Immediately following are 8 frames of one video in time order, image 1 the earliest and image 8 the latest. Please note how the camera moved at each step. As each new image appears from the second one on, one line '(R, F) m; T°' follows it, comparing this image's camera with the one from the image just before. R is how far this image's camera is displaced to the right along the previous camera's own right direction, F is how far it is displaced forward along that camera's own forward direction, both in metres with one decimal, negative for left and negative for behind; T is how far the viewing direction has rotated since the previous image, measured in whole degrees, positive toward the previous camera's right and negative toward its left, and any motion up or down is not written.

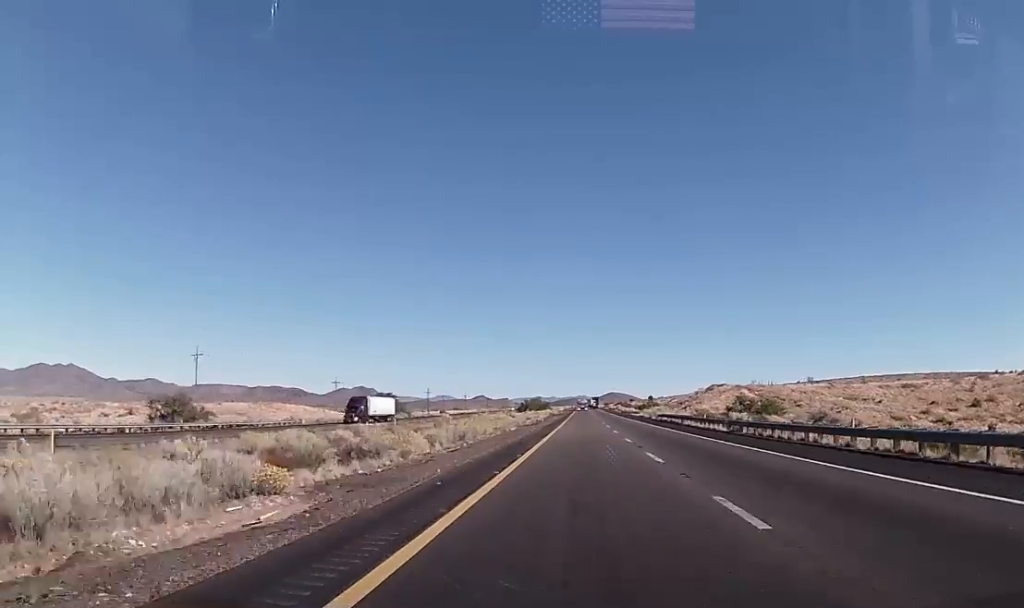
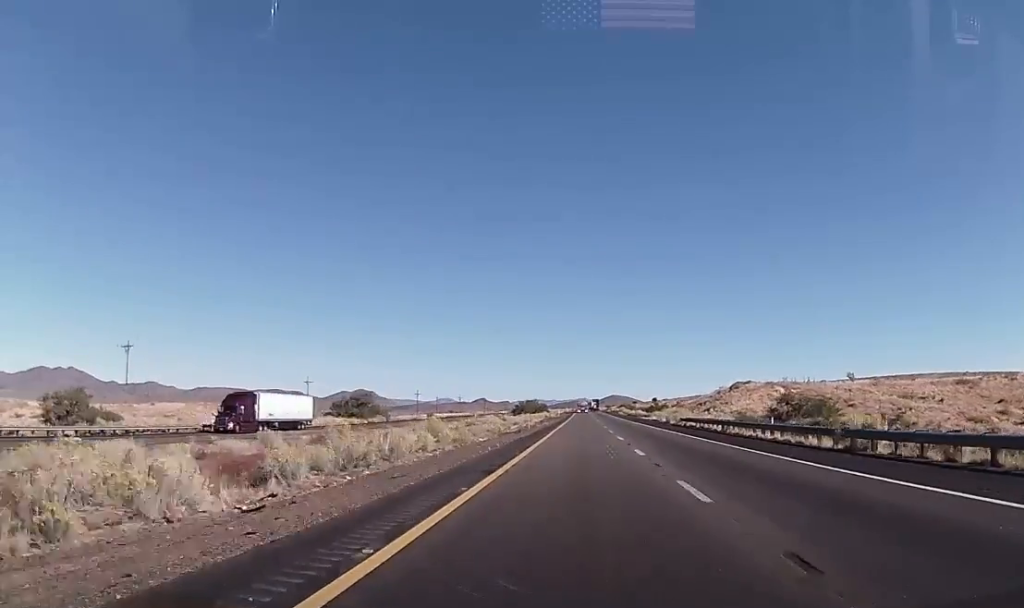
(0.0, +21.3) m; 0°
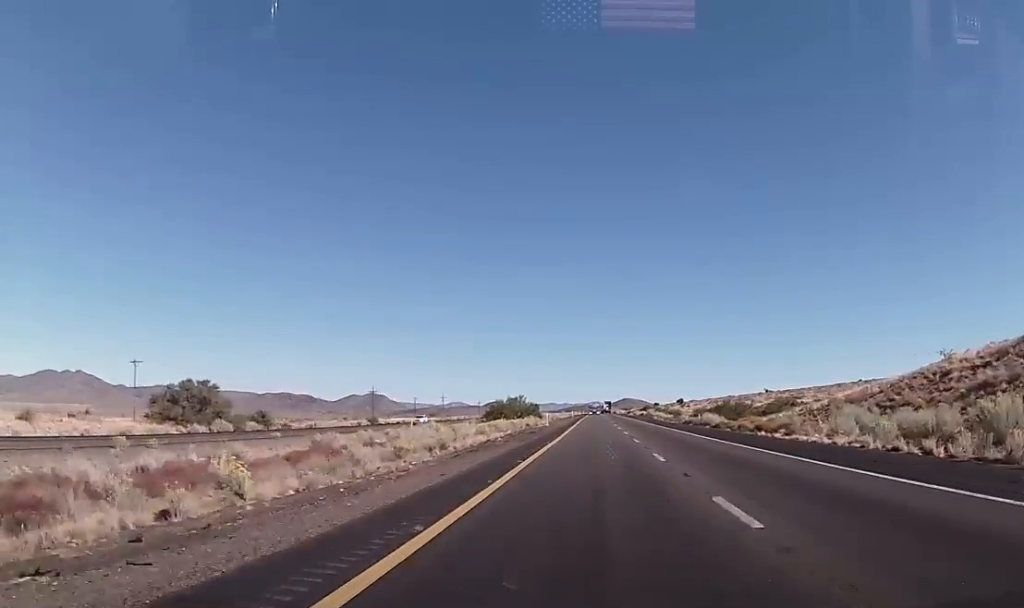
(+0.9, +77.0) m; 0°
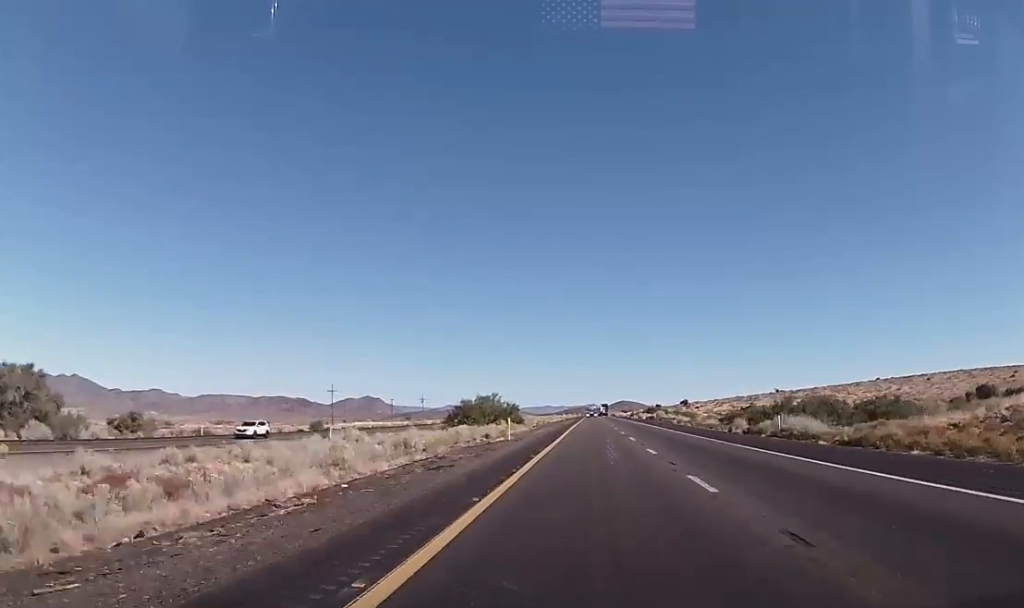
(-0.8, +31.8) m; -1°
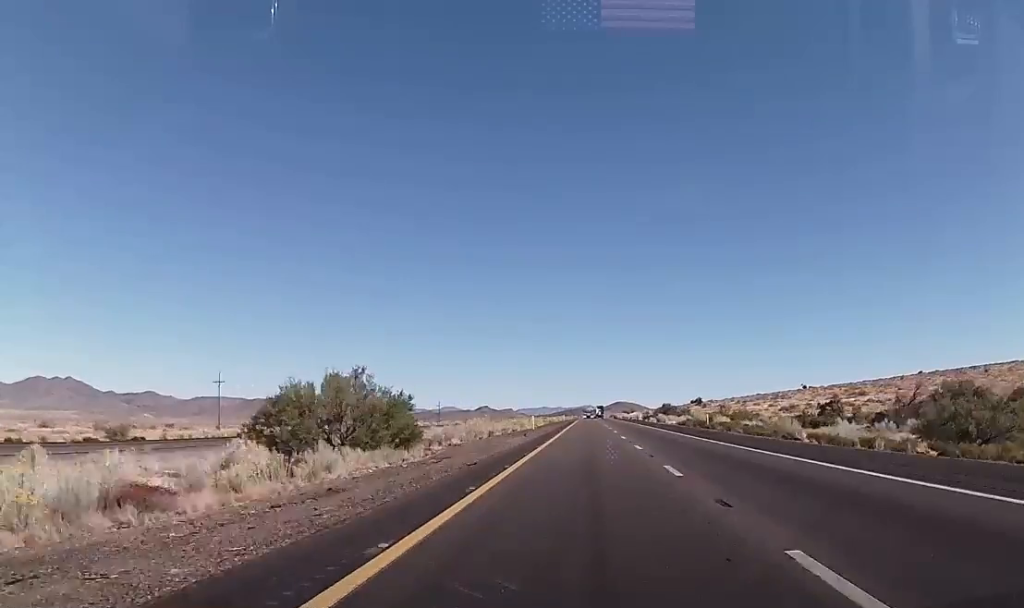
(+0.5, +58.6) m; +1°
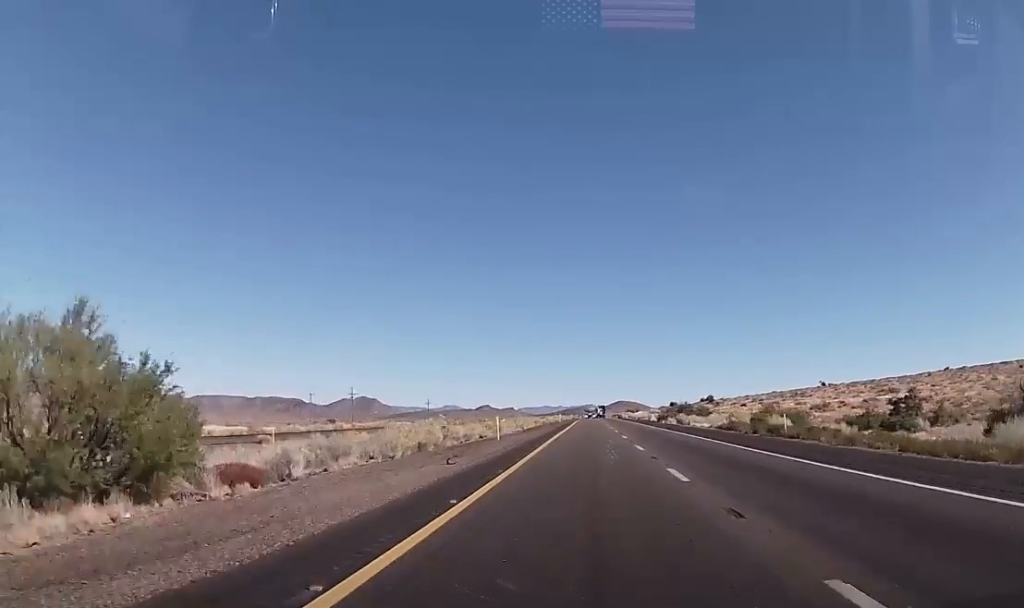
(0.0, +25.7) m; 0°
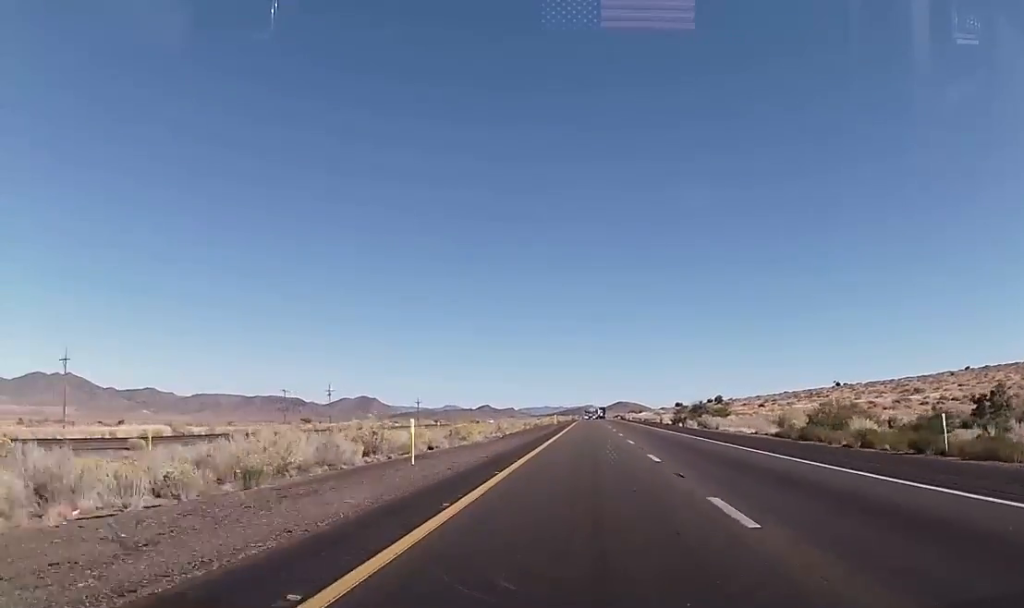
(+0.3, +18.6) m; -1°
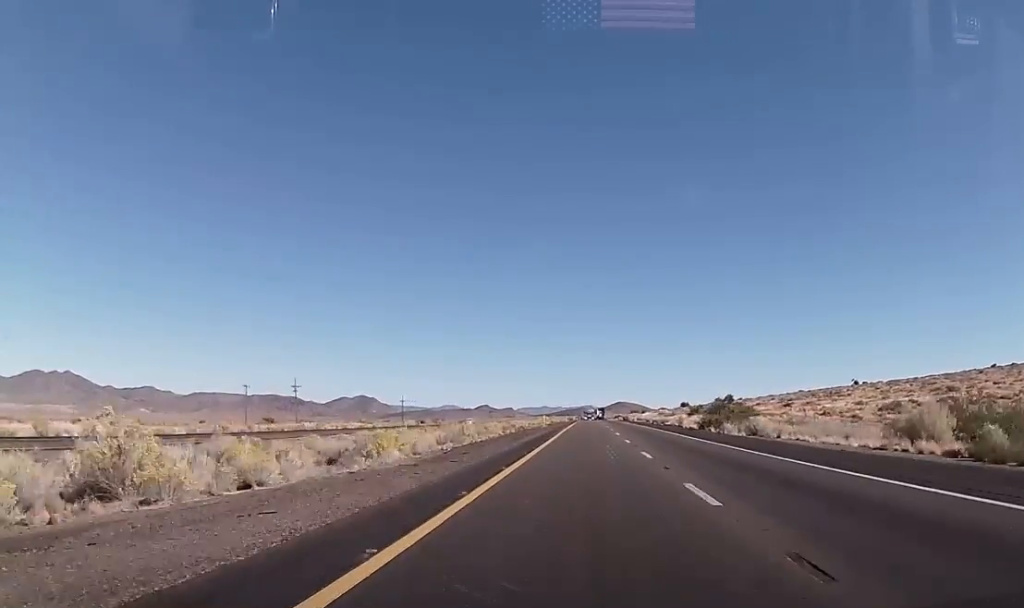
(-0.1, +22.1) m; -1°
